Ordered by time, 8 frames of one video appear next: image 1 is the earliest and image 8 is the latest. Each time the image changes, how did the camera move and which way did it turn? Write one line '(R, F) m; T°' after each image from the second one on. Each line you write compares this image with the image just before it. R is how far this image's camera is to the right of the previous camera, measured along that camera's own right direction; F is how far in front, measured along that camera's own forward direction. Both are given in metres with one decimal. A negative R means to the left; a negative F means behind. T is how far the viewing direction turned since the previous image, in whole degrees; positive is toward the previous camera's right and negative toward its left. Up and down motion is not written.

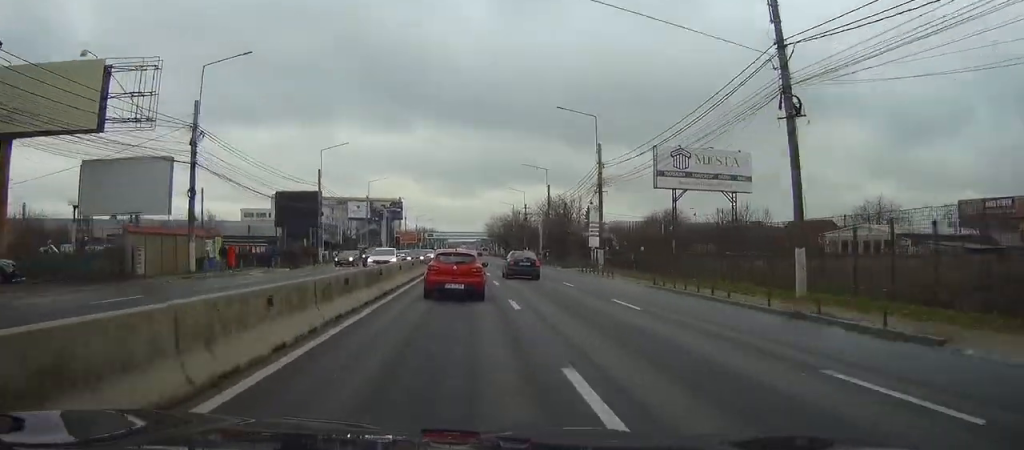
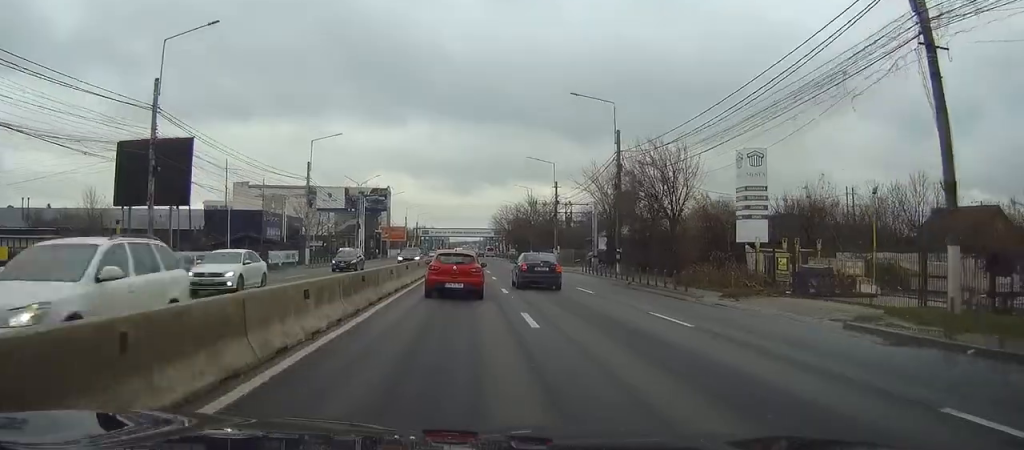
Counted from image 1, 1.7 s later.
(-0.1, +40.5) m; 0°
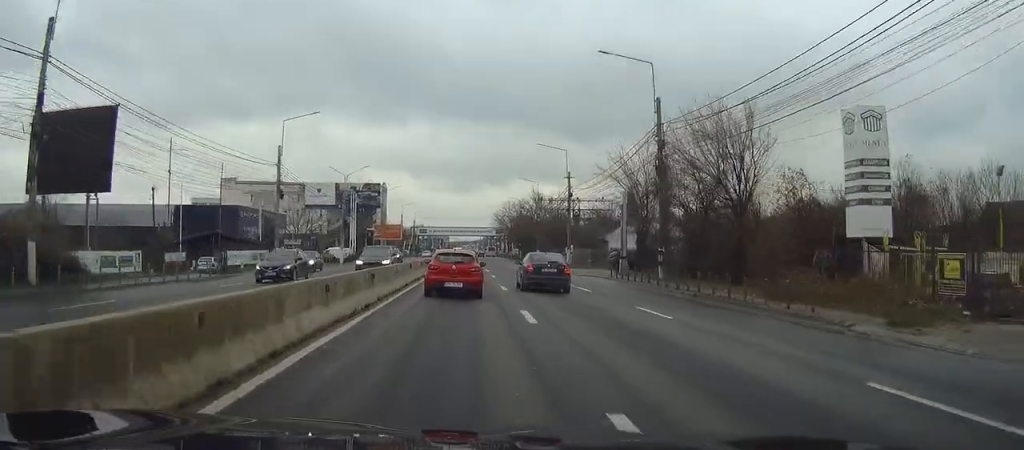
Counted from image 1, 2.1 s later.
(0.0, +10.6) m; 0°
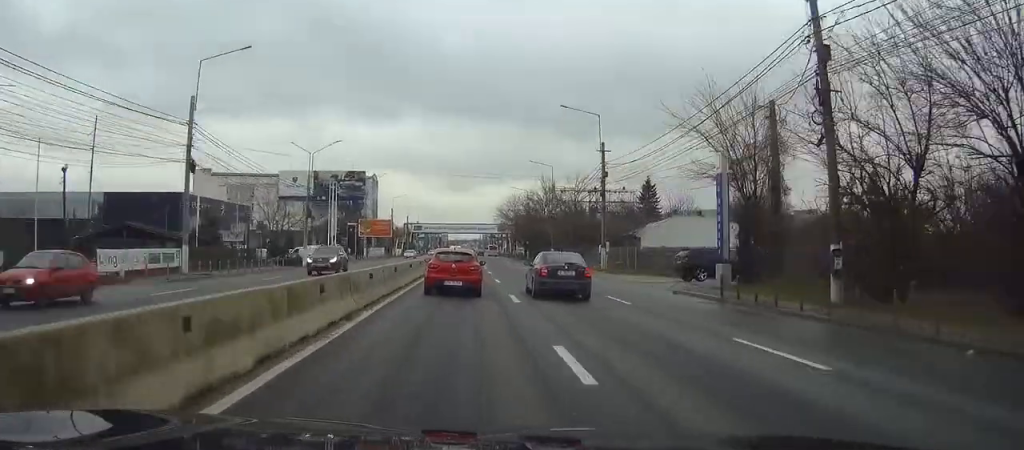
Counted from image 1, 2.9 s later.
(-0.1, +18.6) m; 0°
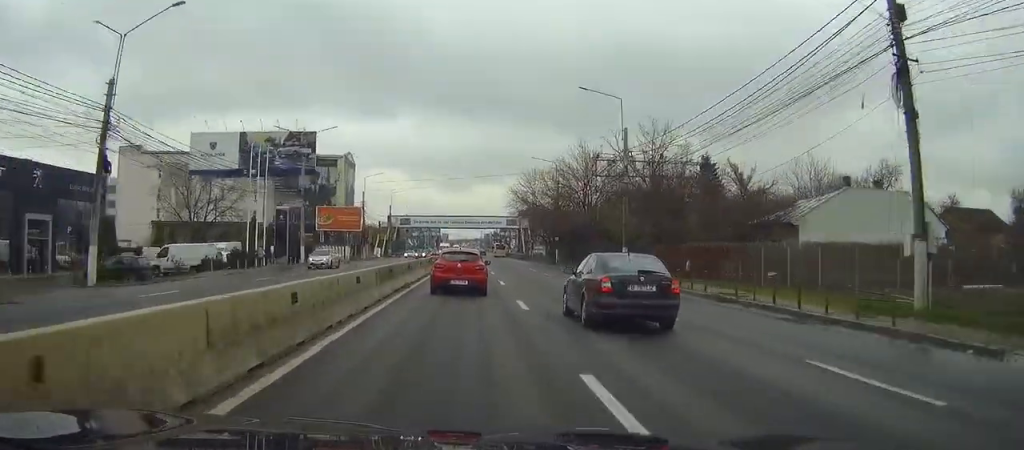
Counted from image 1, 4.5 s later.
(-0.1, +38.9) m; 0°
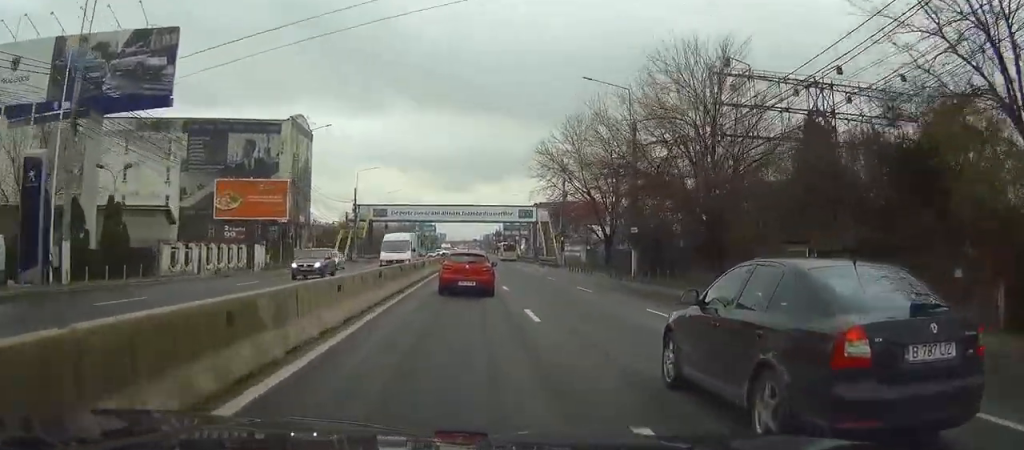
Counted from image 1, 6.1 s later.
(0.0, +39.1) m; 0°
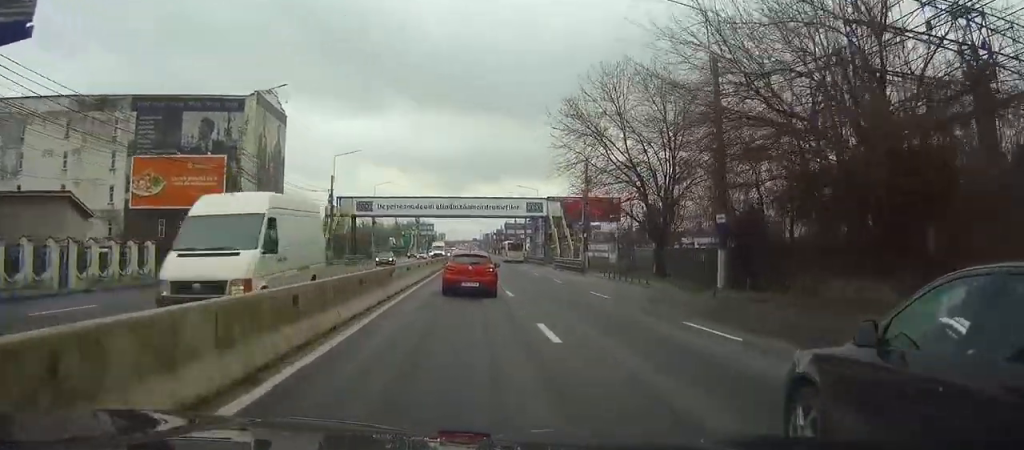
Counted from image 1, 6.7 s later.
(0.0, +15.5) m; 0°
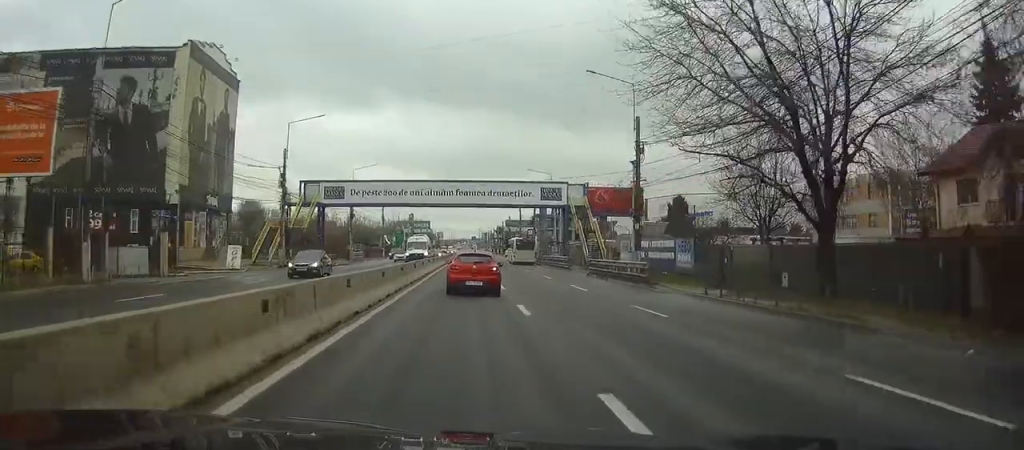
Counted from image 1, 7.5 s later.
(0.0, +19.5) m; 0°
